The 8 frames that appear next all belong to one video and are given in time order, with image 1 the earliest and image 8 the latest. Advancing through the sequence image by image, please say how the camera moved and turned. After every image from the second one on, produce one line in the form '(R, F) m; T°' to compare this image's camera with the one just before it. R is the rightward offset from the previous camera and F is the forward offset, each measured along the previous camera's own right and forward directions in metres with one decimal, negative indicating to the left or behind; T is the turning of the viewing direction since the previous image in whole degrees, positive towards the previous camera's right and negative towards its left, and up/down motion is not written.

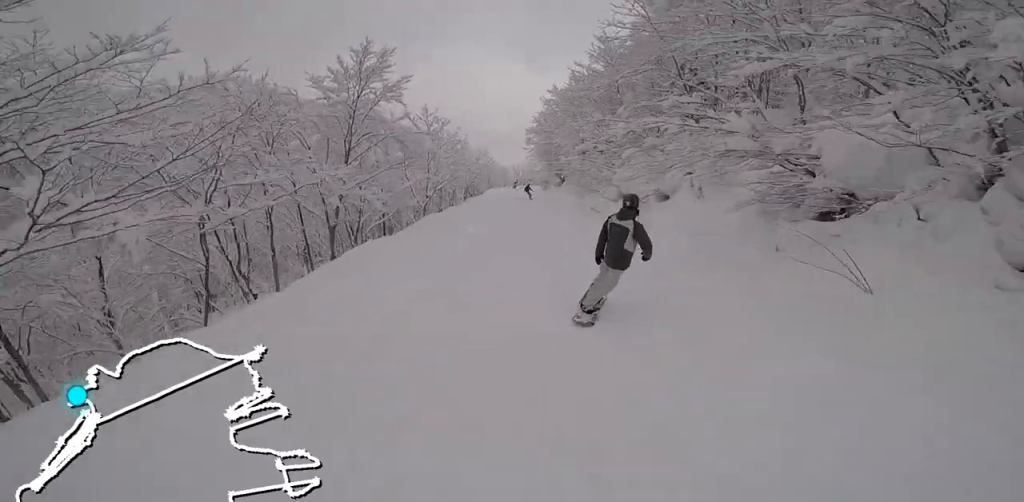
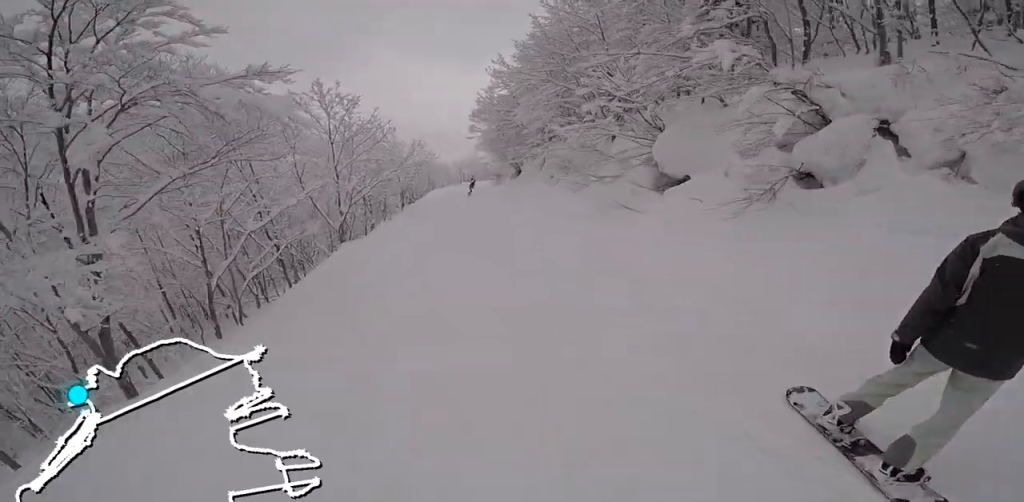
(+0.6, +6.8) m; +7°
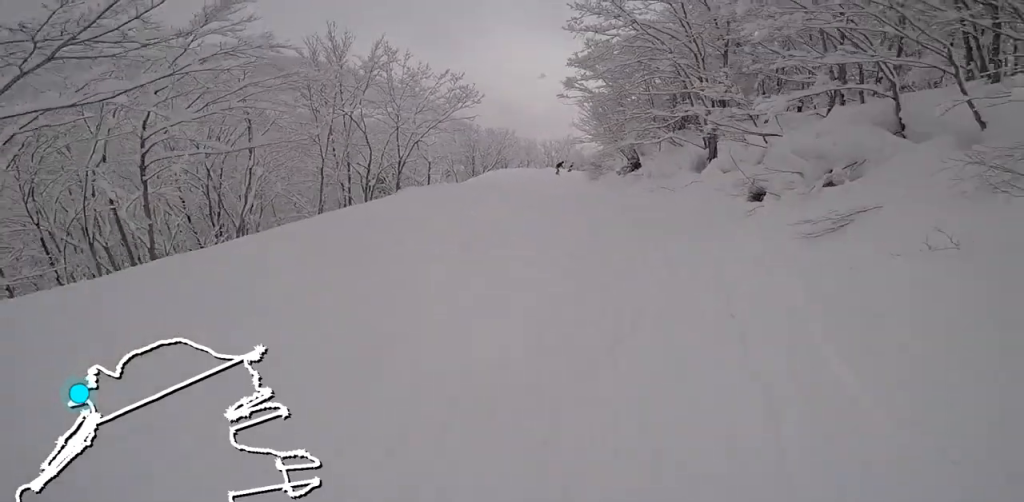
(-0.3, +13.5) m; -8°
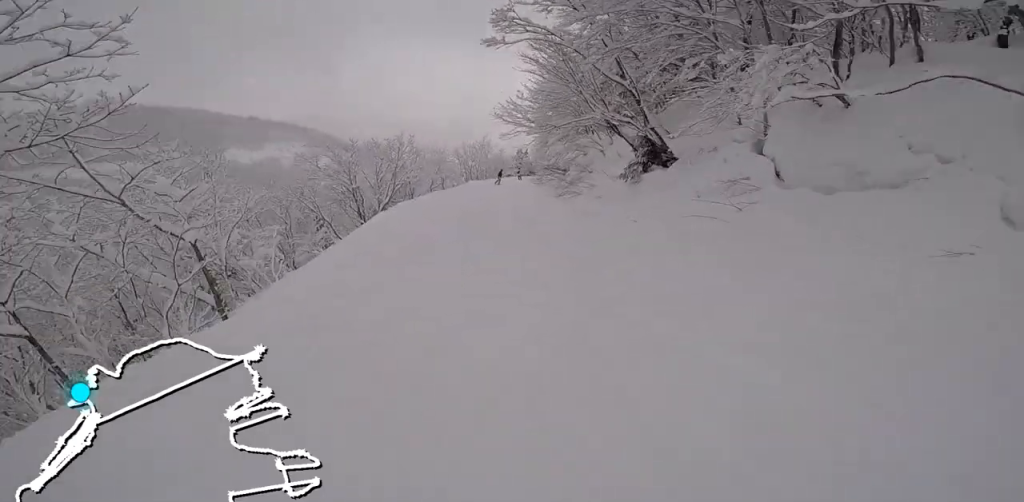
(-0.8, +11.3) m; -4°
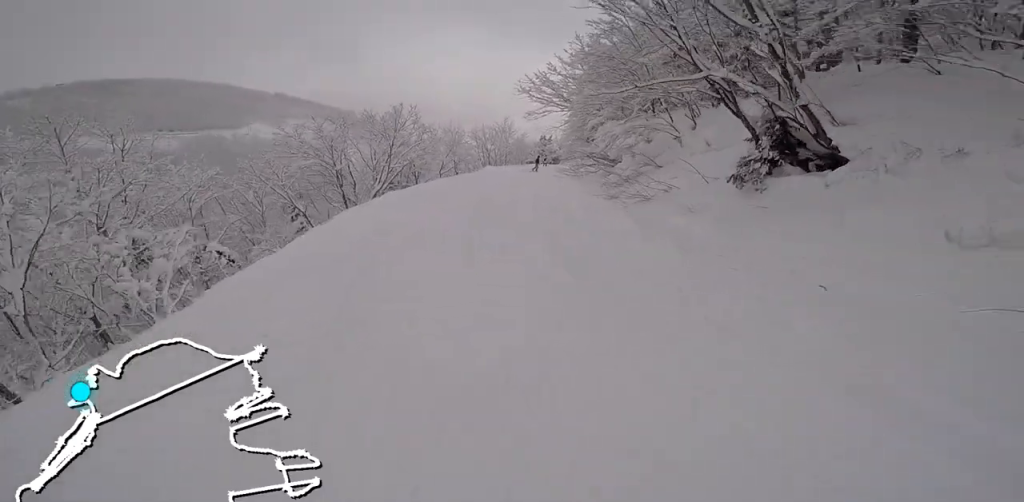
(0.0, +4.6) m; +3°
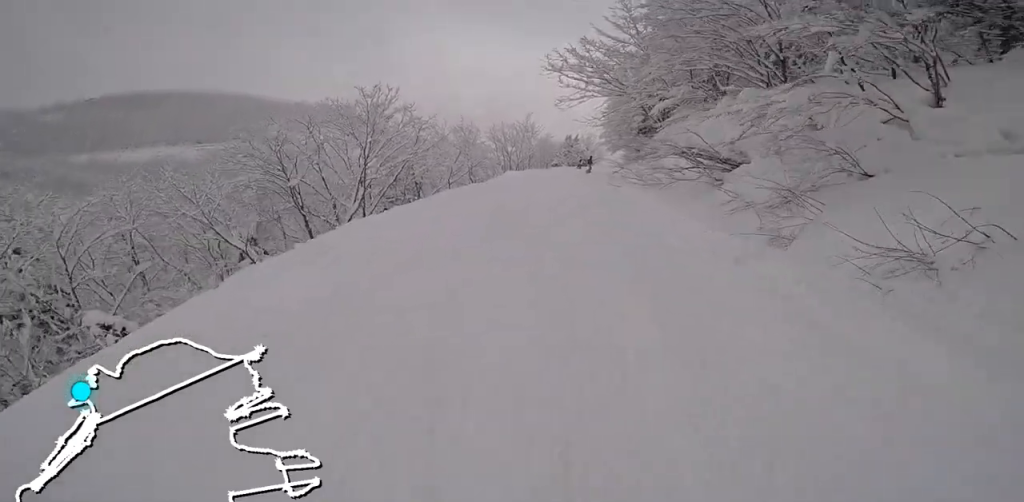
(+0.1, +5.5) m; +5°
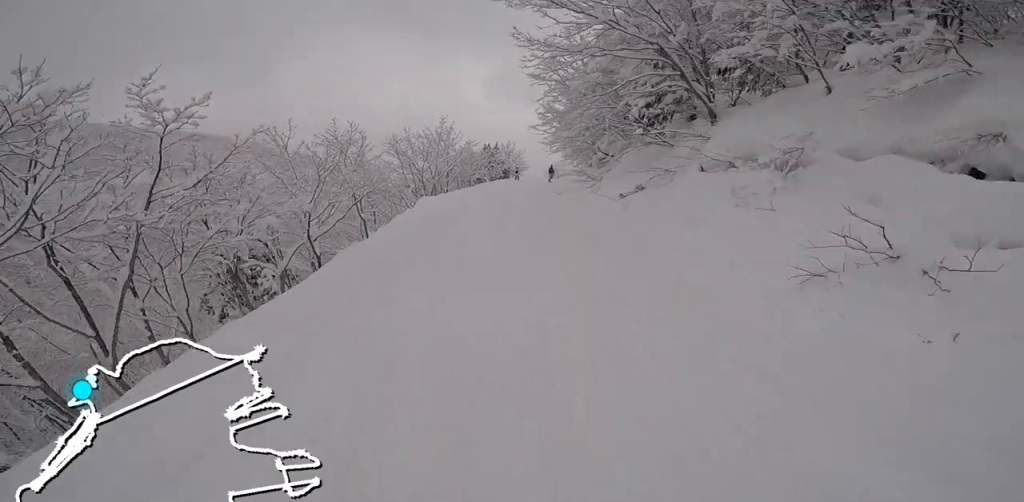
(+0.9, +9.2) m; +6°
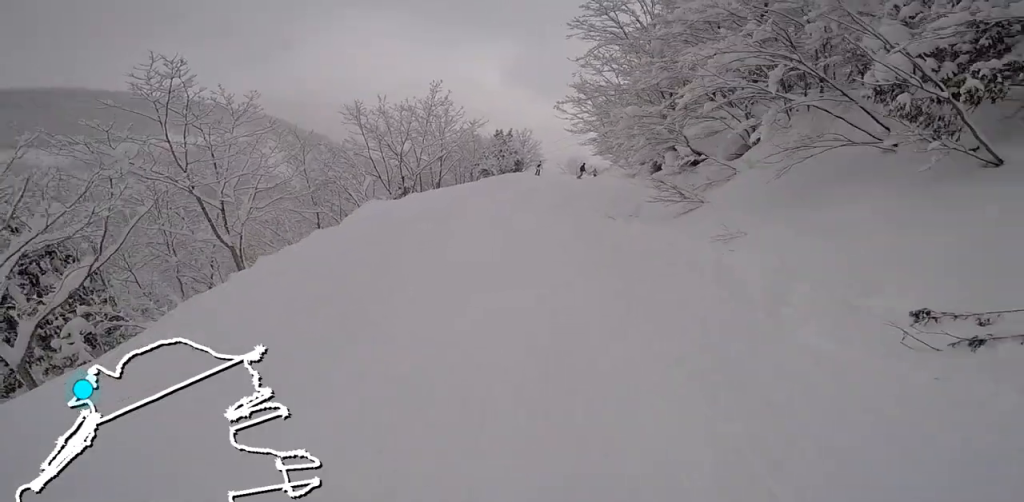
(+0.1, +8.4) m; 0°
